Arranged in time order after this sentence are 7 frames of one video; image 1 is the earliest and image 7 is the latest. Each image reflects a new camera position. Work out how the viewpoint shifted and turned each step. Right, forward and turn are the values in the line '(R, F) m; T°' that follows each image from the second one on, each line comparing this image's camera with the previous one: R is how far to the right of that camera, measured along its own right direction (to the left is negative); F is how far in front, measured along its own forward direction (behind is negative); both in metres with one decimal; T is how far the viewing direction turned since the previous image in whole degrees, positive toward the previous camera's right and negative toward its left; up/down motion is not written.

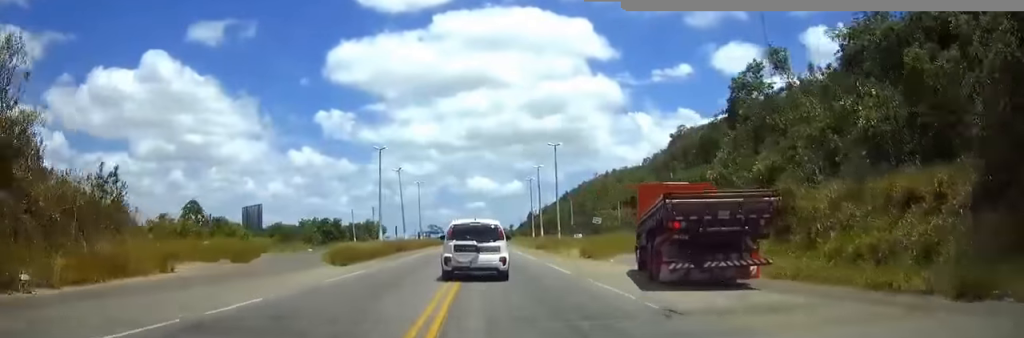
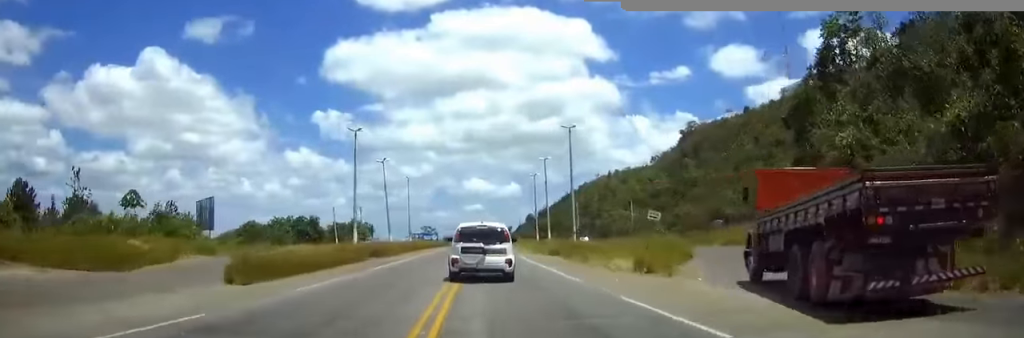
(+0.1, +13.4) m; 0°
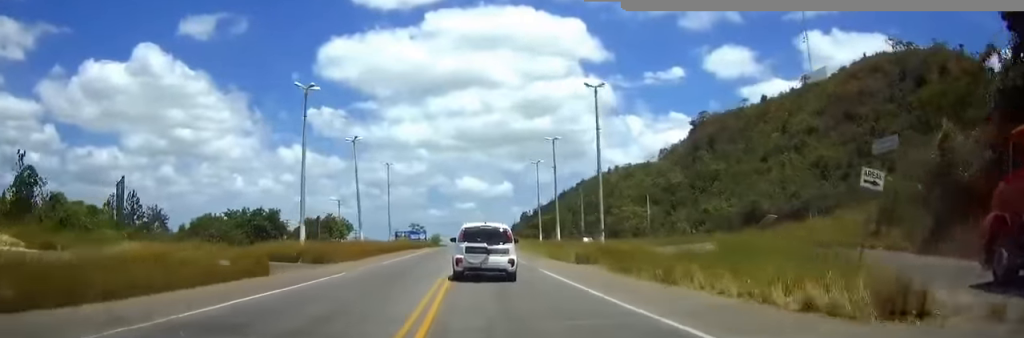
(+0.1, +15.9) m; 0°
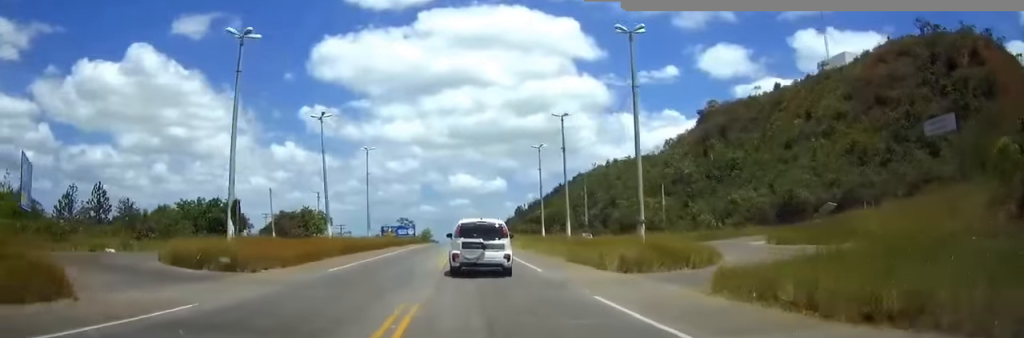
(0.0, +11.9) m; 0°
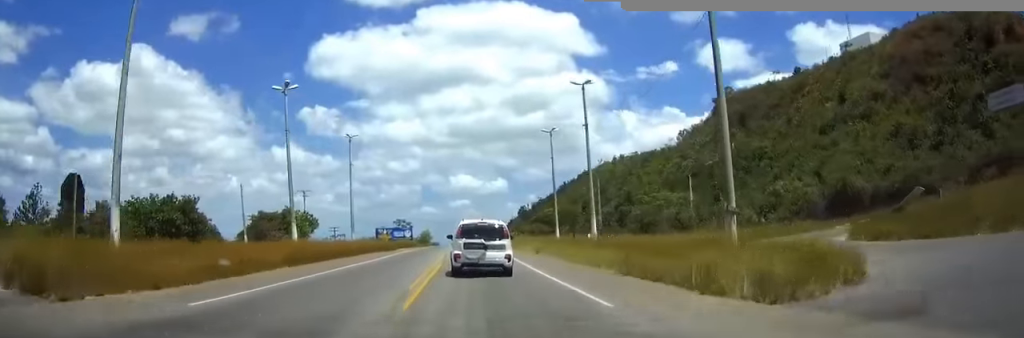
(0.0, +11.1) m; 0°
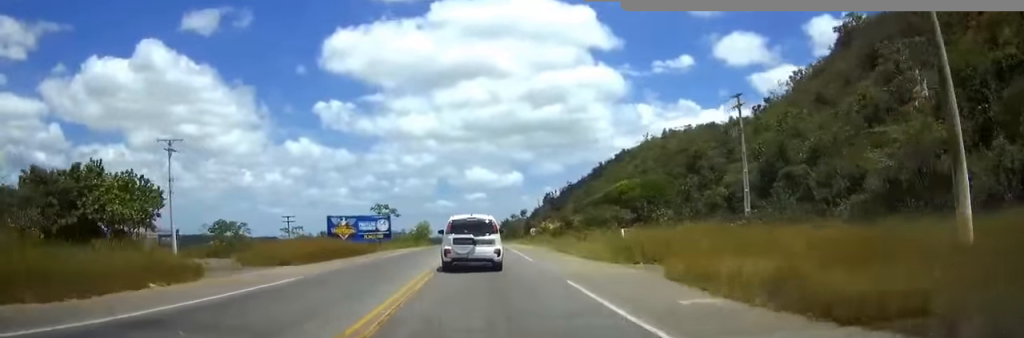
(-0.3, +53.8) m; -1°
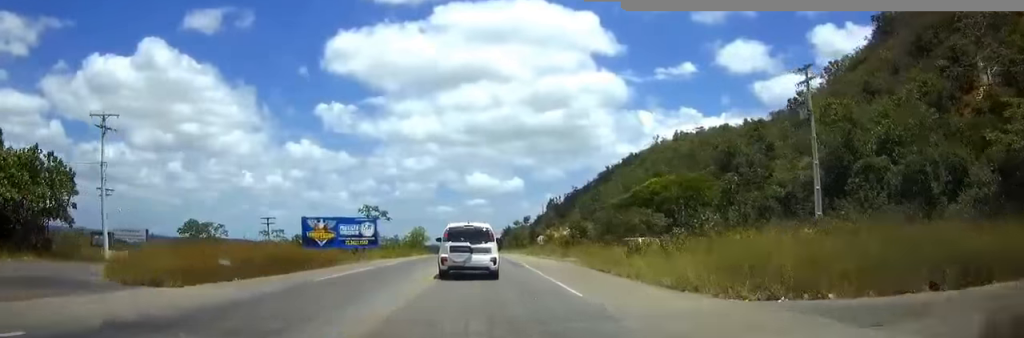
(0.0, +11.8) m; 0°
